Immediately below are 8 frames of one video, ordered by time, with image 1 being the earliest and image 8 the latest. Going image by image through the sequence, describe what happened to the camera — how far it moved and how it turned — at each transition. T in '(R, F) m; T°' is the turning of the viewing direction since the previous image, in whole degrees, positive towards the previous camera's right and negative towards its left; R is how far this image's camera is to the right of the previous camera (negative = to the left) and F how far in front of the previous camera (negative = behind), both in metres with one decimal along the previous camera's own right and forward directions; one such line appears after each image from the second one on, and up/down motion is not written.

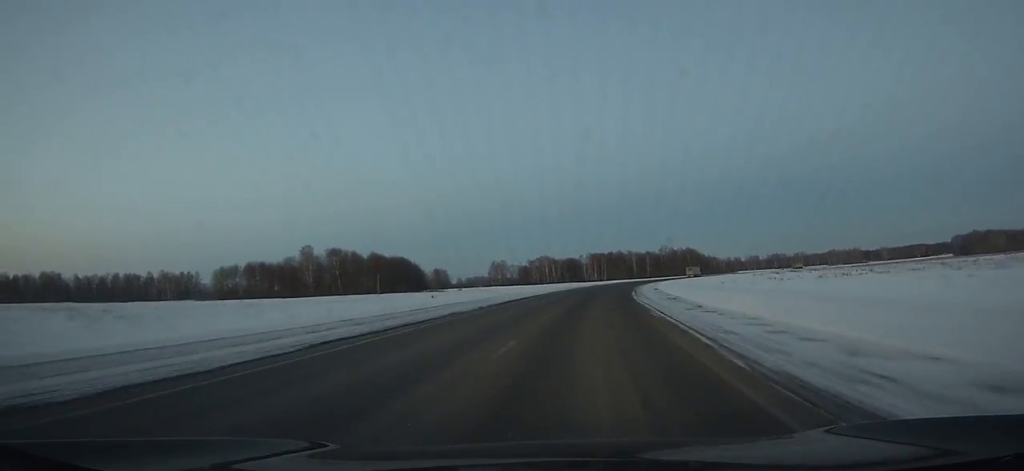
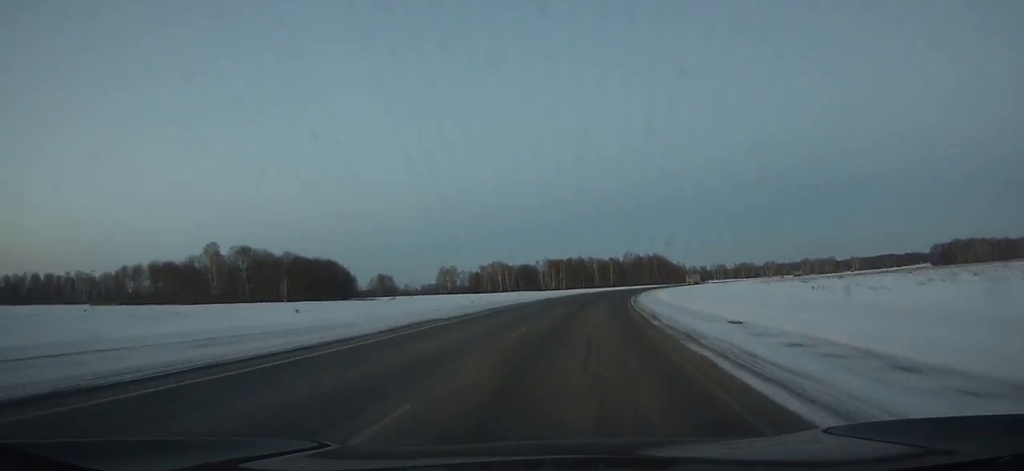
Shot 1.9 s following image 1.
(+0.9, +43.7) m; +4°
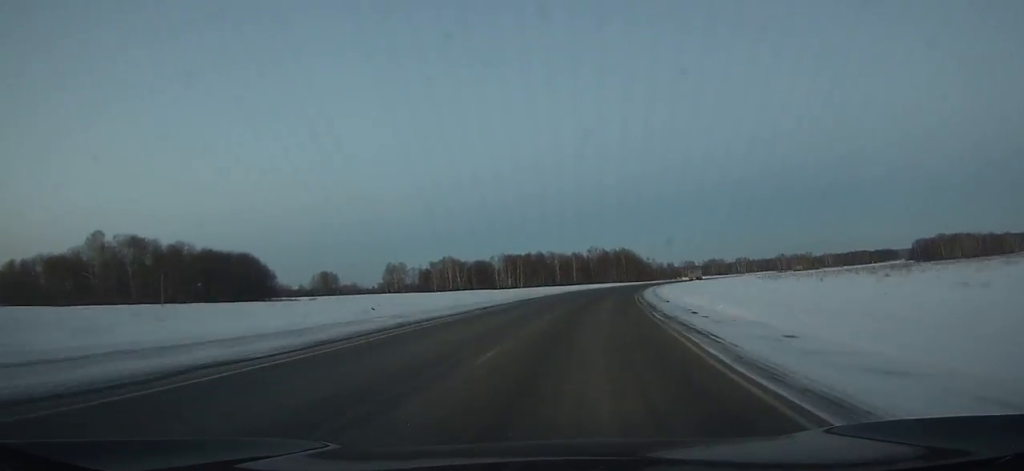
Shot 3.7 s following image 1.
(+2.2, +41.6) m; +4°
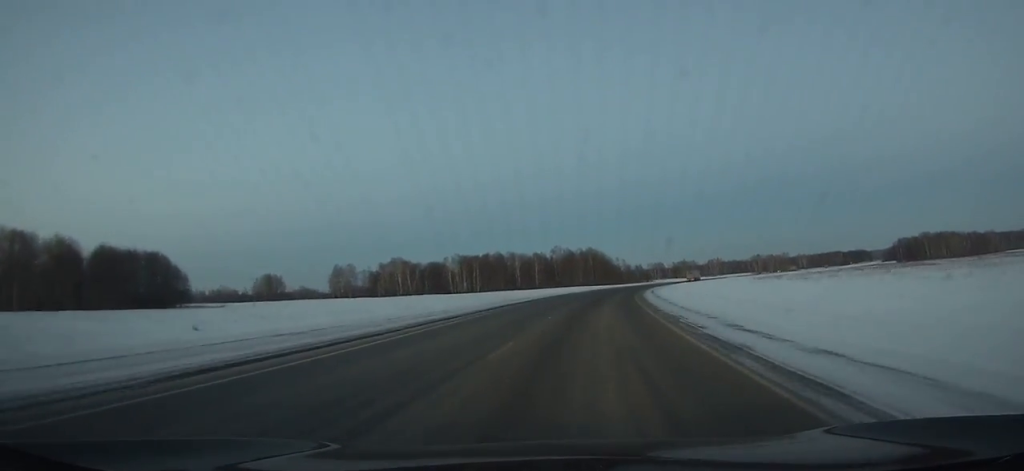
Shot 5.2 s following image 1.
(+0.8, +34.9) m; +3°
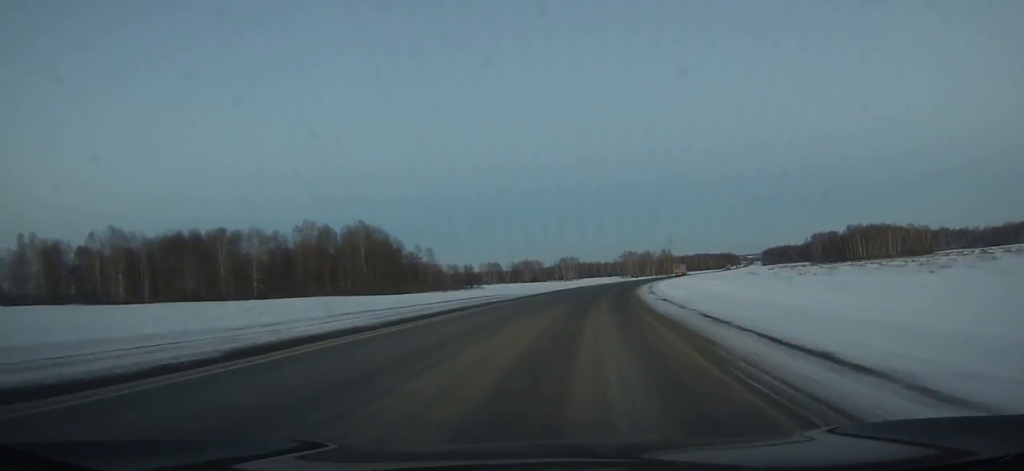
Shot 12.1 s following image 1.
(+21.5, +161.1) m; +16°
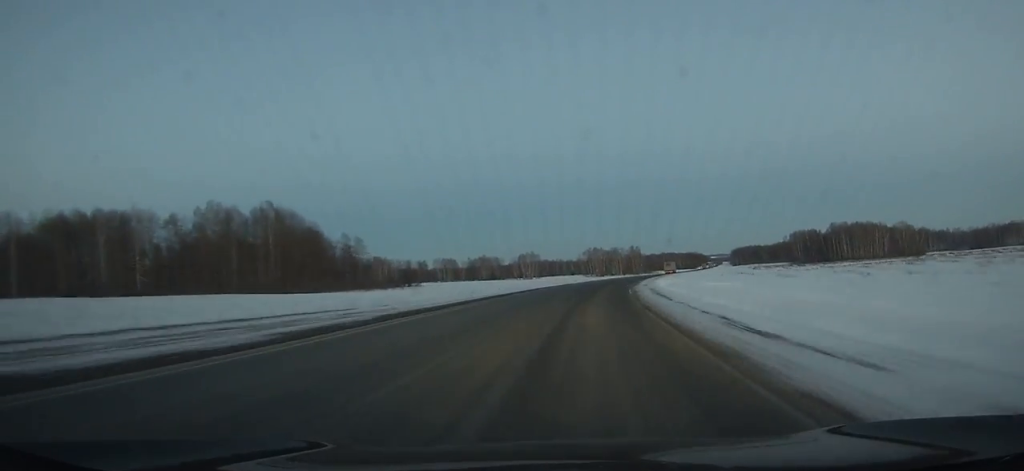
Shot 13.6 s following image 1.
(0.0, +36.0) m; +4°
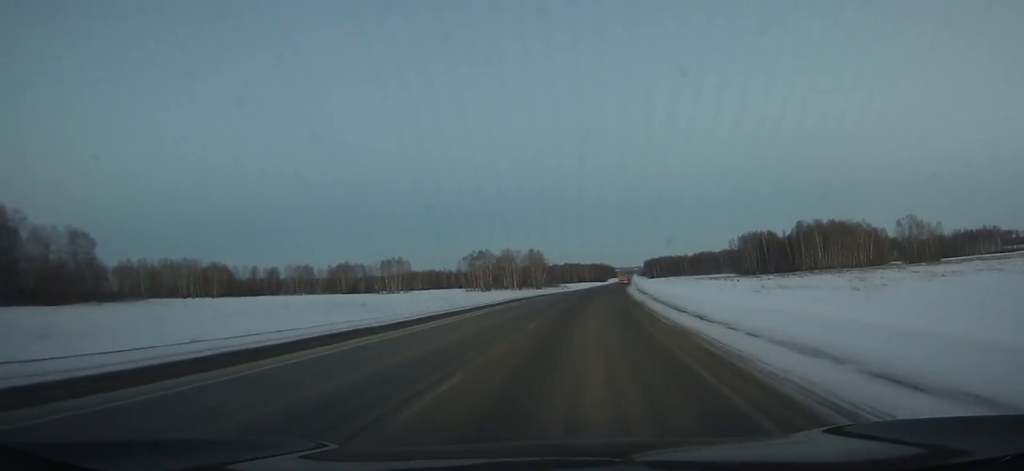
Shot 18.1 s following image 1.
(+11.0, +109.5) m; +9°
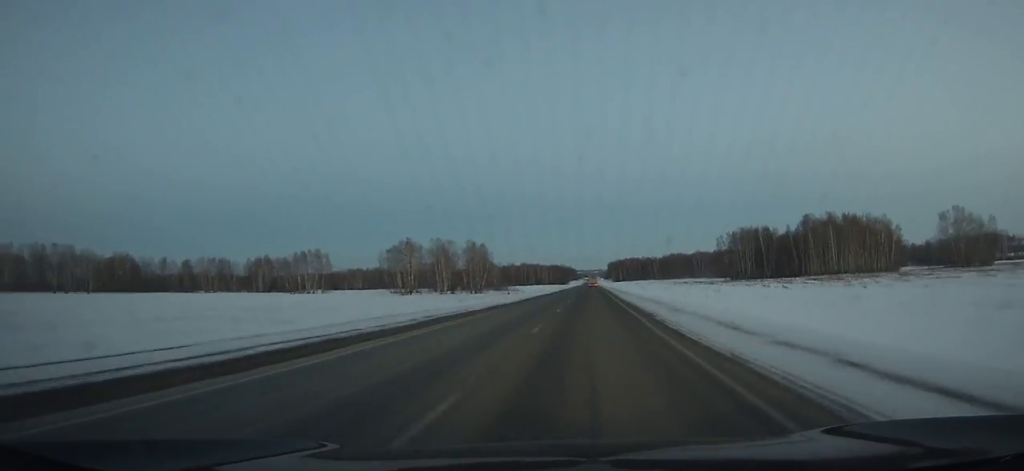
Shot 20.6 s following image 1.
(+2.2, +62.7) m; +3°
